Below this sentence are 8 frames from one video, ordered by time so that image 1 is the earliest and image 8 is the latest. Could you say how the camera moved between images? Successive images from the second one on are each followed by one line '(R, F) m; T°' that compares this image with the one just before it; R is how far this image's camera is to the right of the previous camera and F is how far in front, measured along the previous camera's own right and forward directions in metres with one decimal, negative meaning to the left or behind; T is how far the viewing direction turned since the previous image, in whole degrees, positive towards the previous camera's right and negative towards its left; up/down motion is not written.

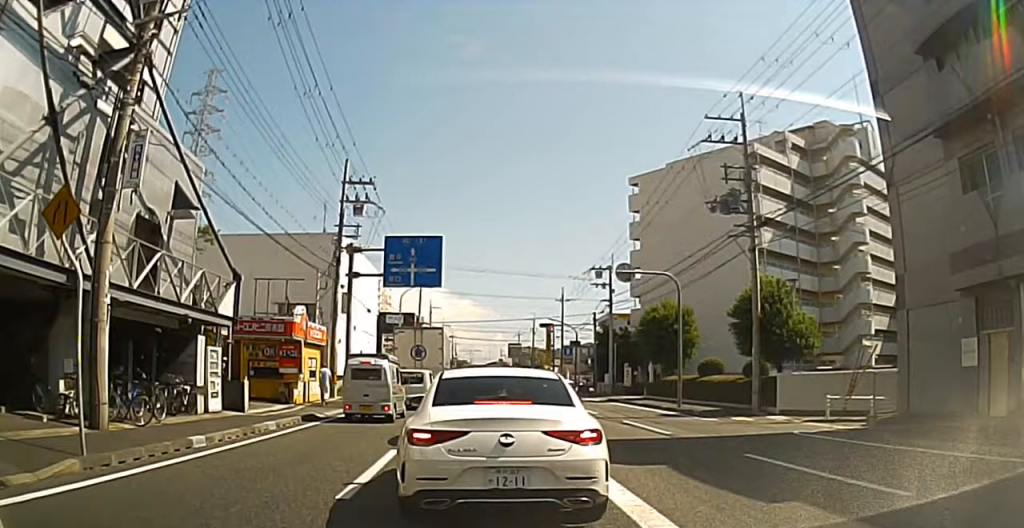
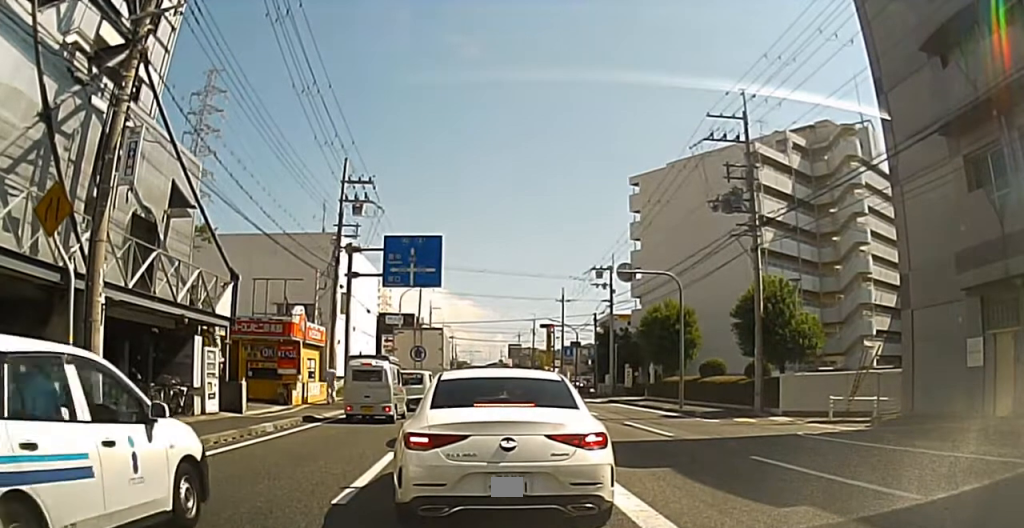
(0.0, +1.7) m; 0°
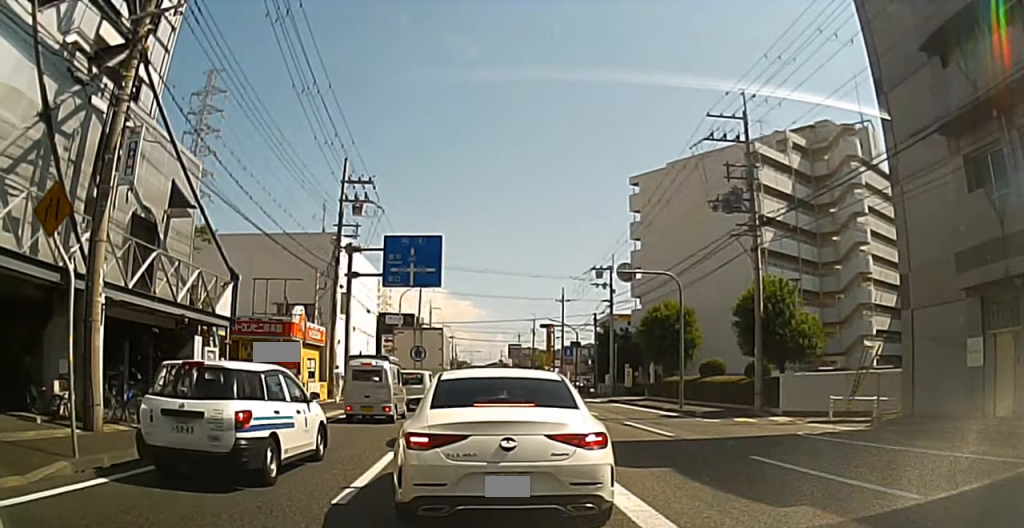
(-0.1, +0.4) m; 0°
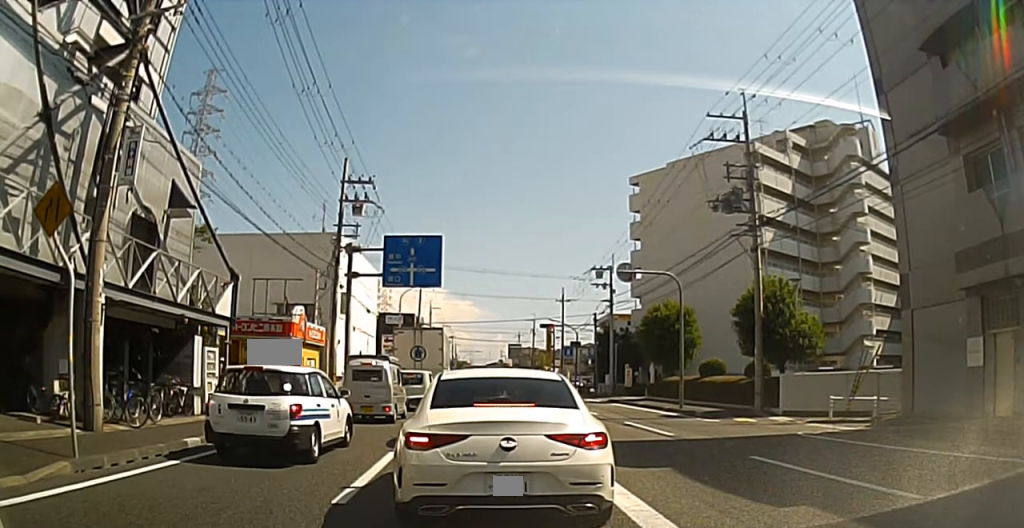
(-0.1, 0.0) m; 0°
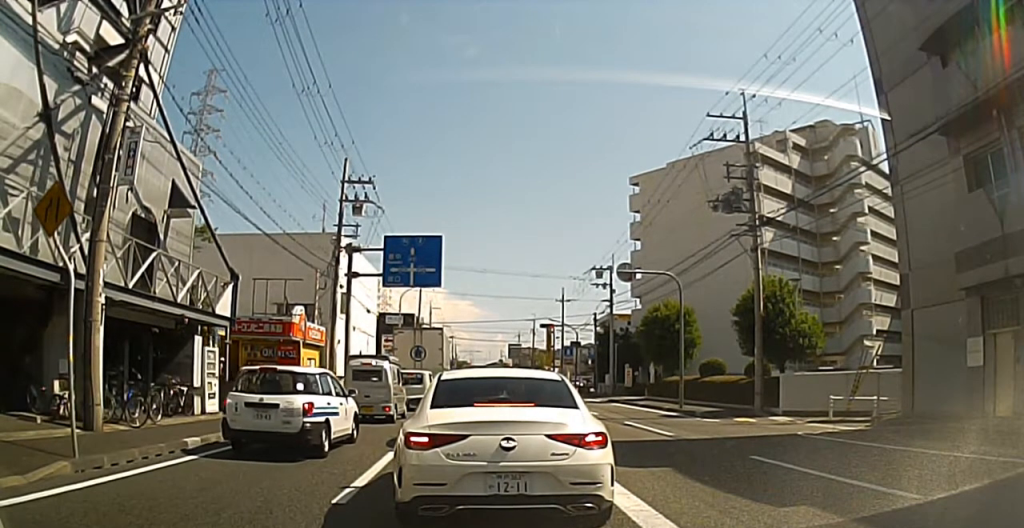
(0.0, 0.0) m; 0°
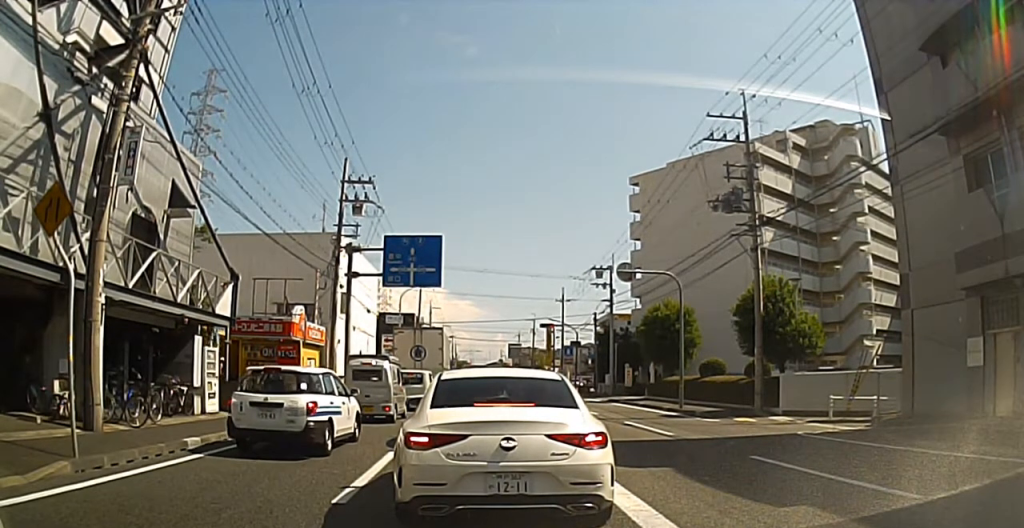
(0.0, 0.0) m; 0°
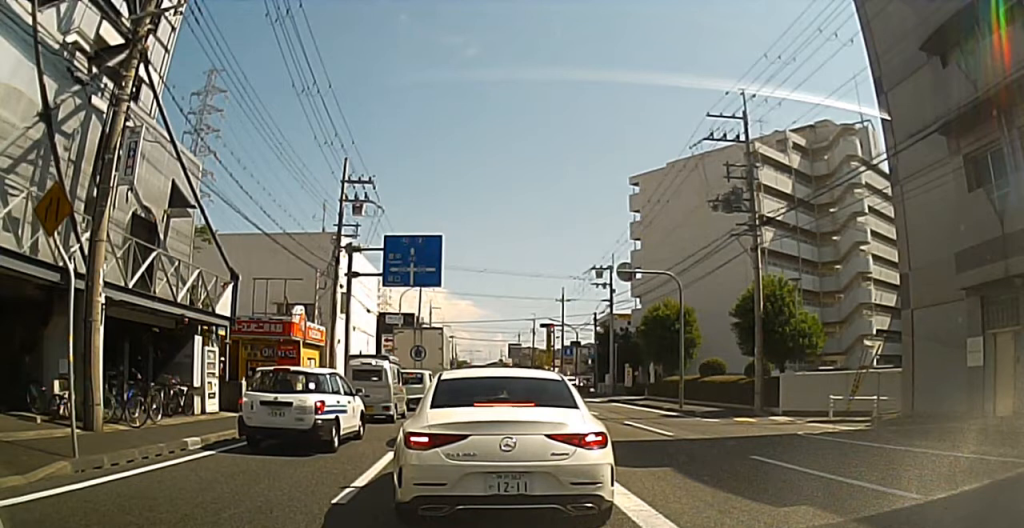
(0.0, 0.0) m; 0°
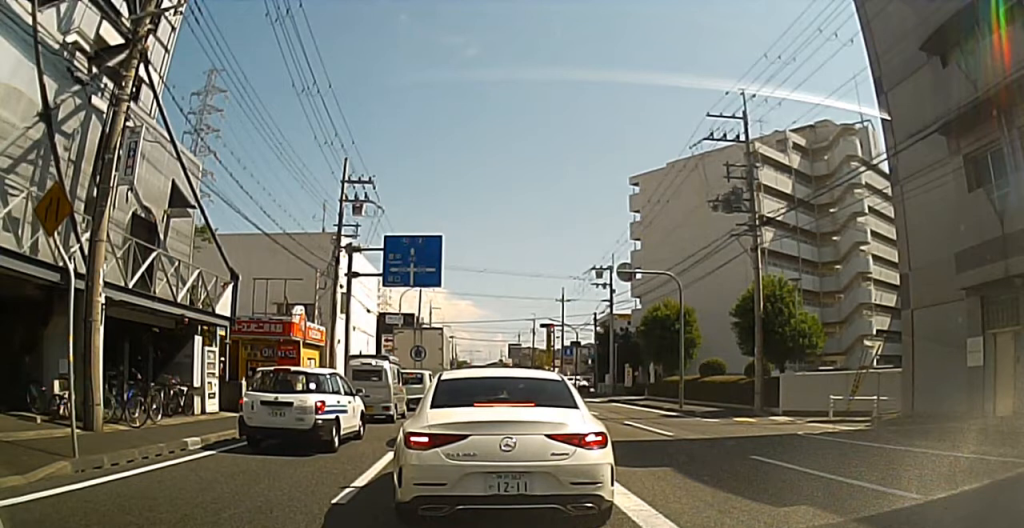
(0.0, 0.0) m; 0°
